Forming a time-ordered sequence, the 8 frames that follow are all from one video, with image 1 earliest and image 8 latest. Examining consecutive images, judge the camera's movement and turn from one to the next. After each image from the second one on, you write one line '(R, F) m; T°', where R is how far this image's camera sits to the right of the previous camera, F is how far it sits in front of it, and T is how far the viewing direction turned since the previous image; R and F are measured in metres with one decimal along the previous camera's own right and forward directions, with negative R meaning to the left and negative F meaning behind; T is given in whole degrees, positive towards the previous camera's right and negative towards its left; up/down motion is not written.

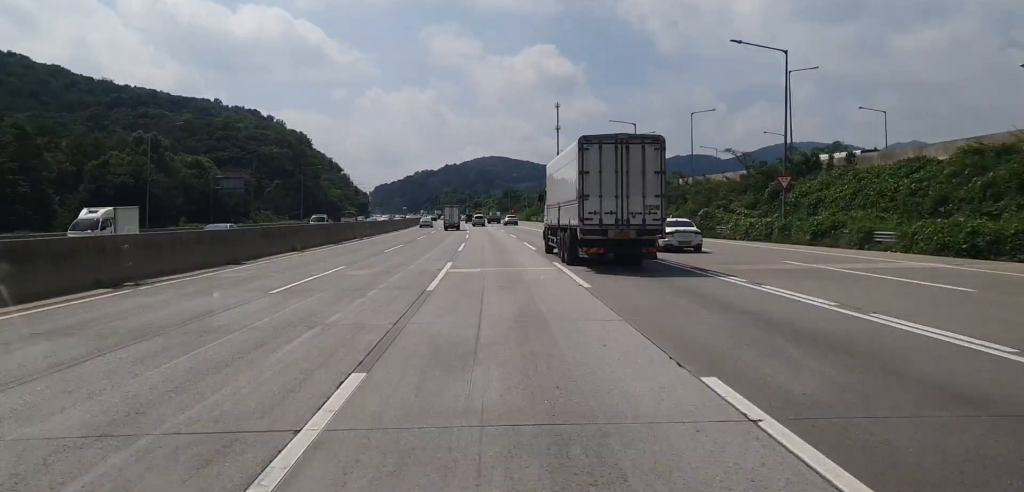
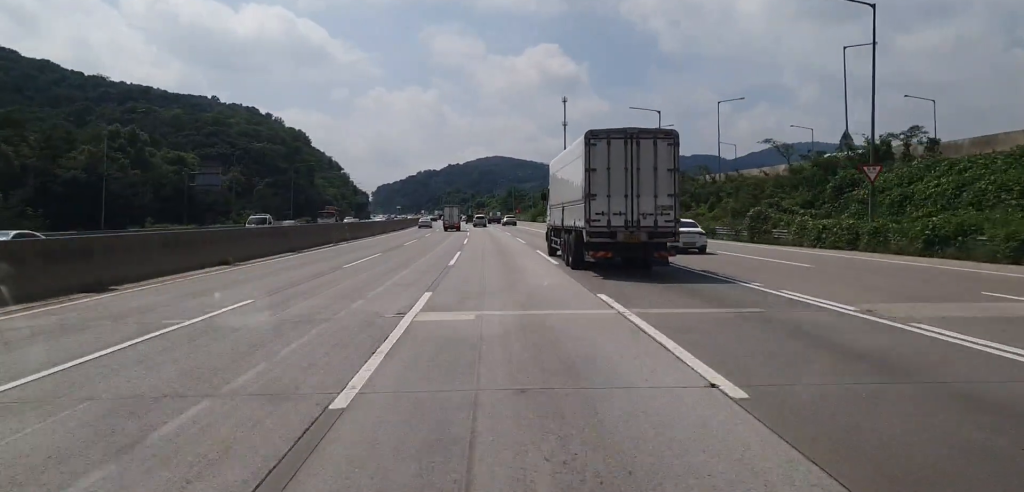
(+0.1, +10.9) m; 0°
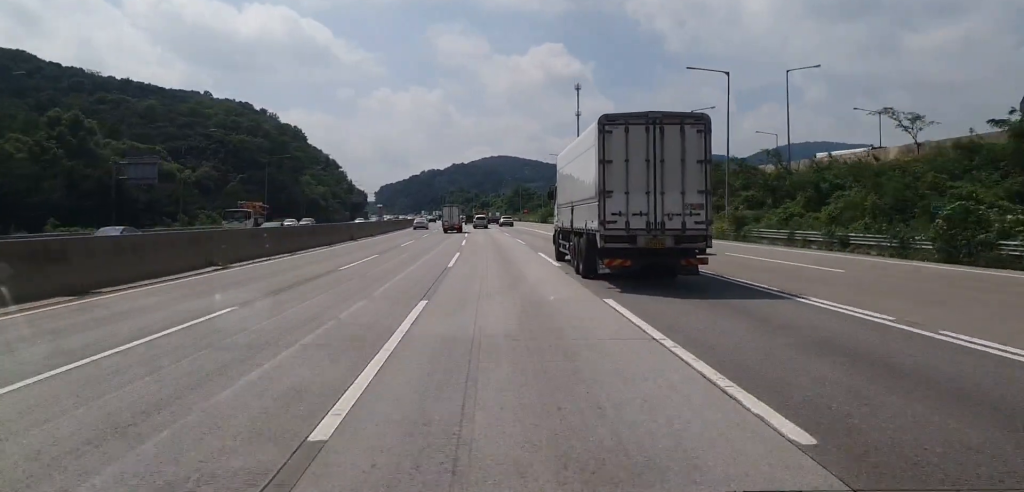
(-0.3, +20.9) m; 0°
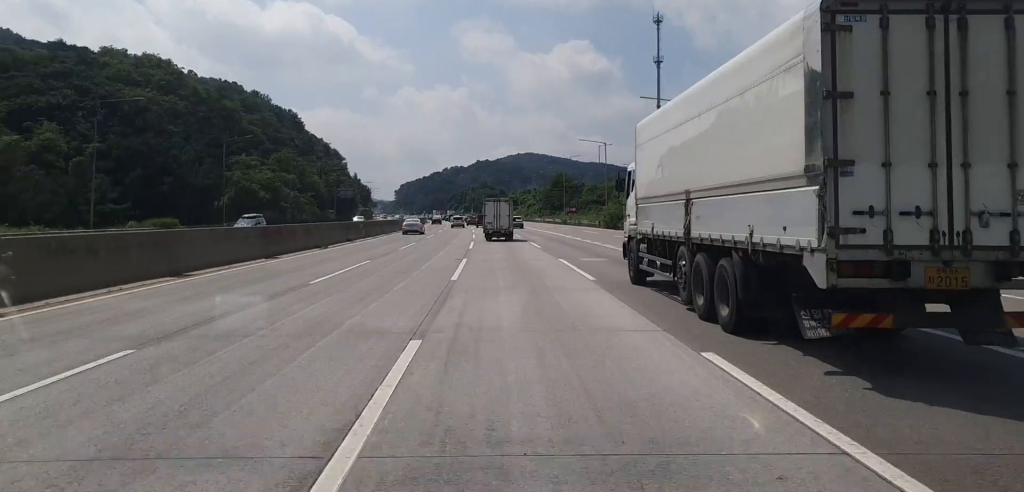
(-0.8, +65.4) m; -2°
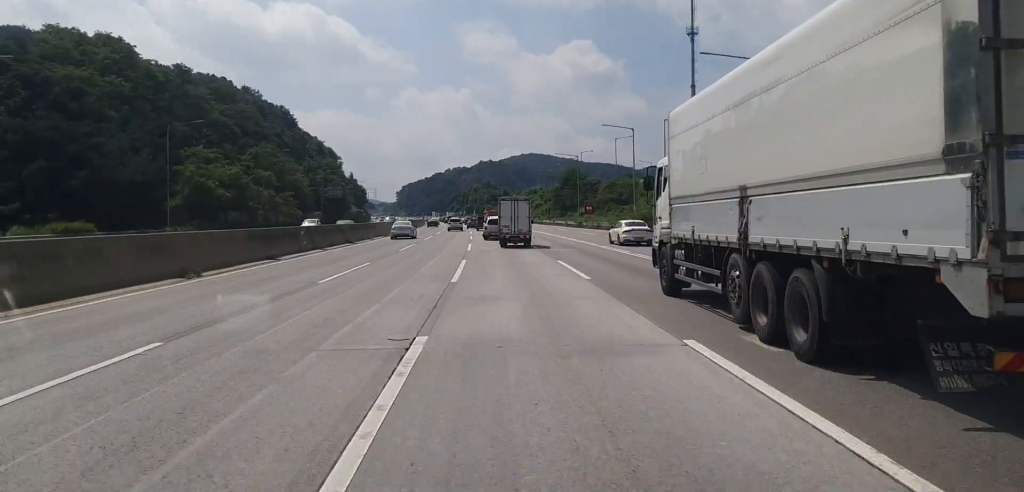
(0.0, +19.3) m; -1°
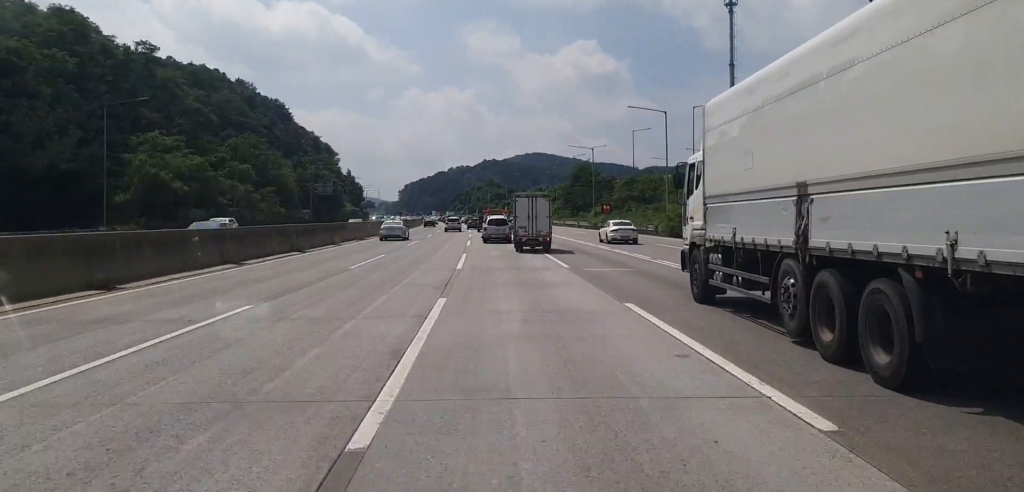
(-0.1, +15.0) m; 0°
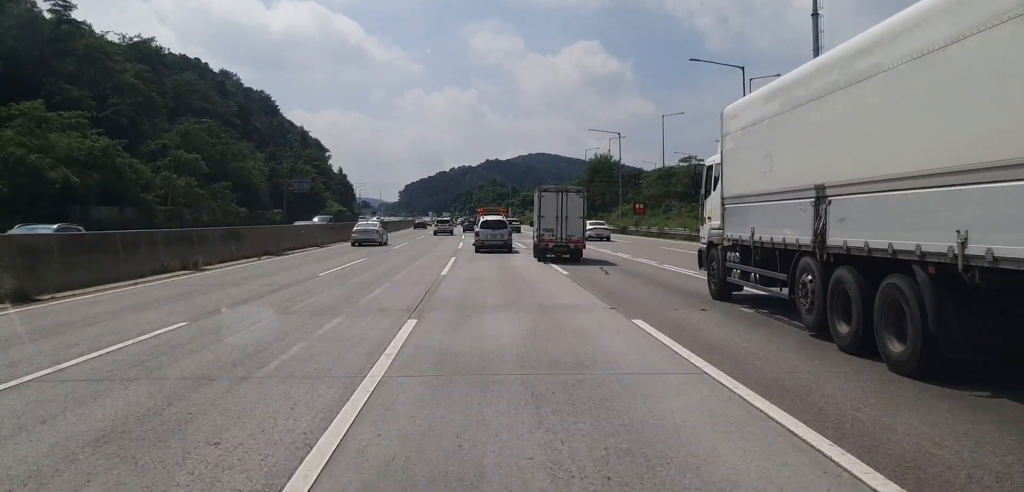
(+0.3, +23.3) m; +1°
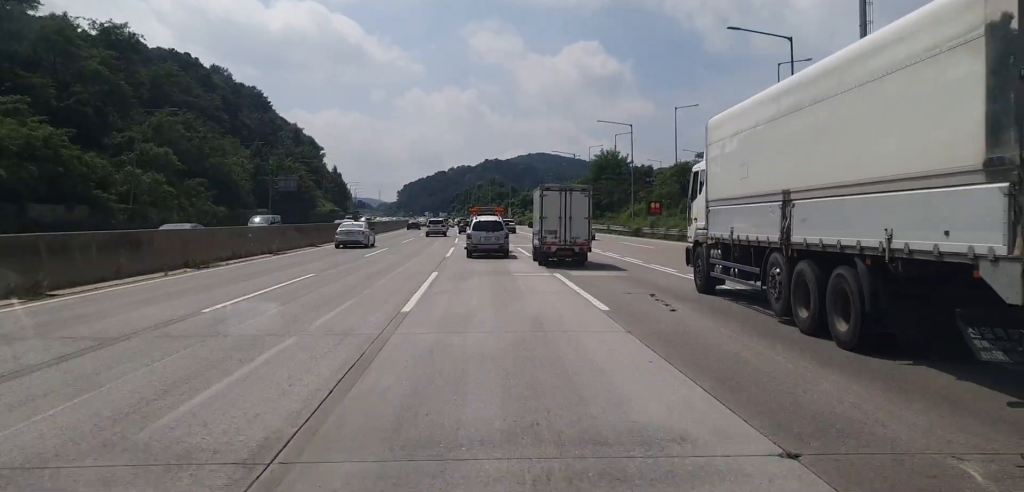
(+0.3, +9.4) m; 0°
